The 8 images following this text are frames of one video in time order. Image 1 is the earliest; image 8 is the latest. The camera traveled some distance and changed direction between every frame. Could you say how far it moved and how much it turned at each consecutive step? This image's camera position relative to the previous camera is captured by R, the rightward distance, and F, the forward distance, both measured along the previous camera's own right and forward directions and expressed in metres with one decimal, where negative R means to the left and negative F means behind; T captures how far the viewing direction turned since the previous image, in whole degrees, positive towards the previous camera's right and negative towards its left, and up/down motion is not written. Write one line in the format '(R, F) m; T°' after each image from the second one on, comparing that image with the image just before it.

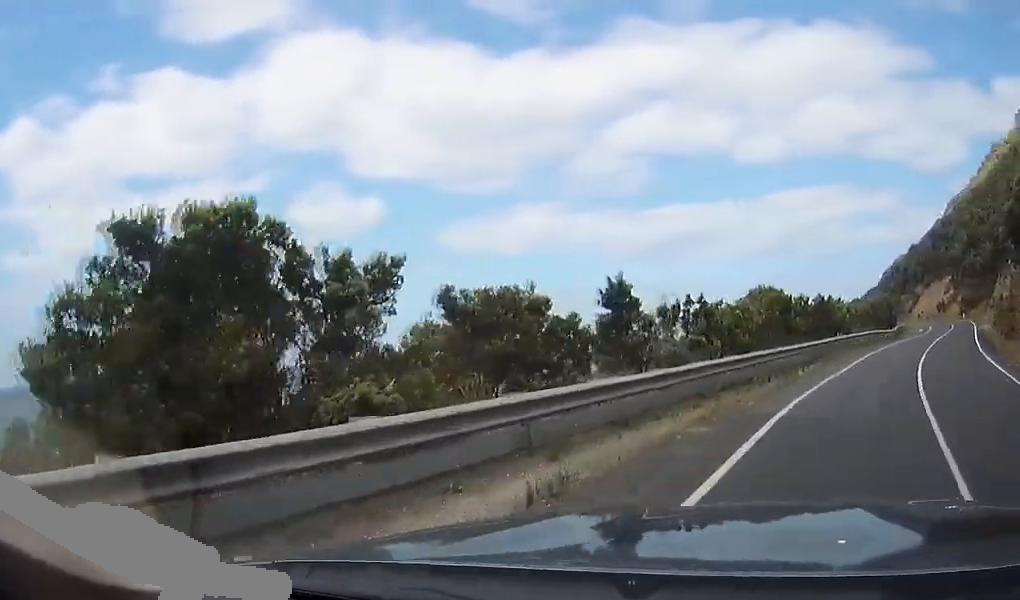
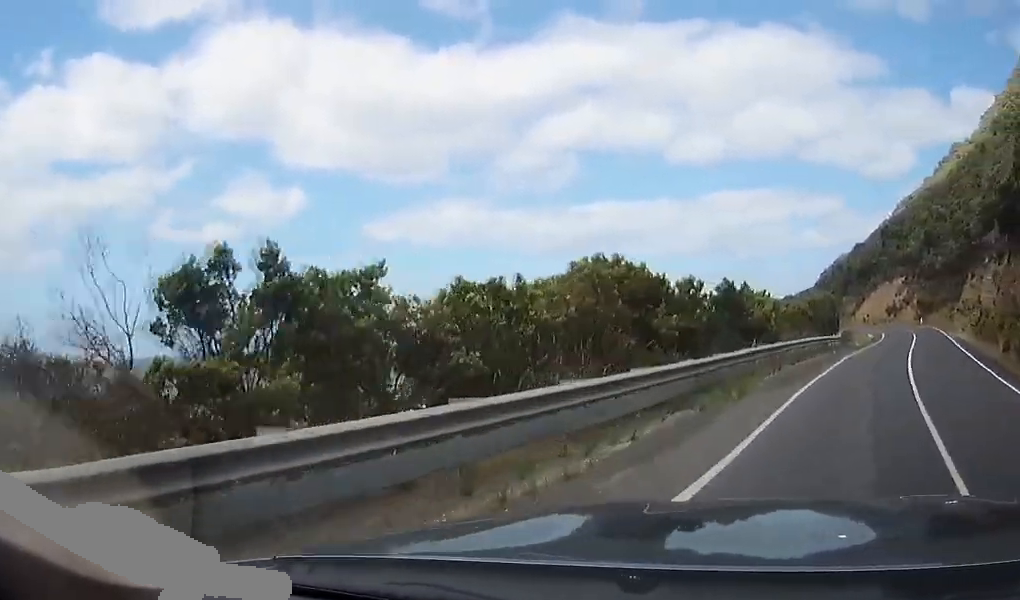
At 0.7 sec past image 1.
(+0.6, +13.2) m; +4°
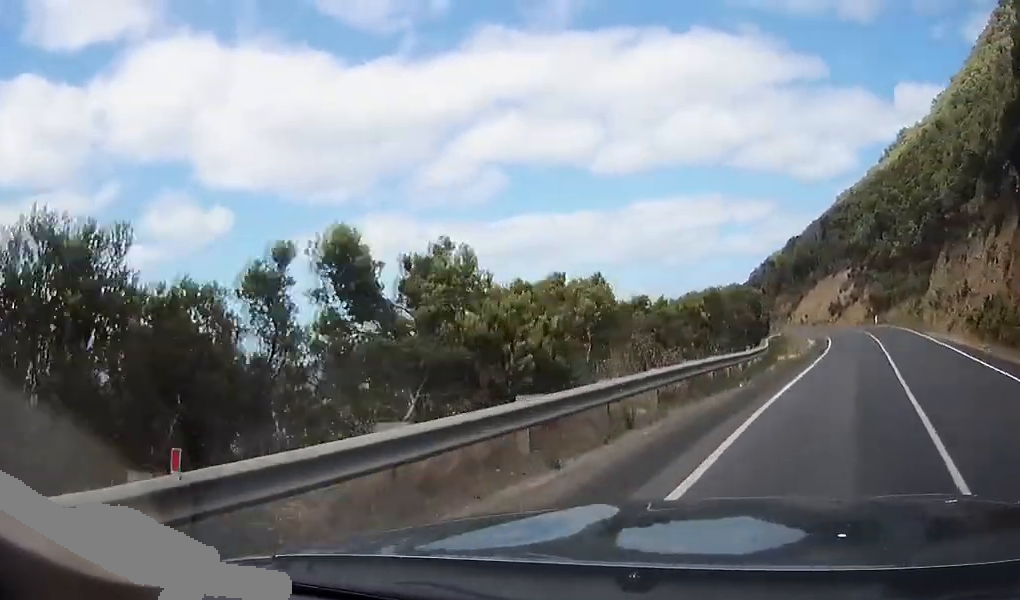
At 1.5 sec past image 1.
(+0.6, +16.0) m; +1°
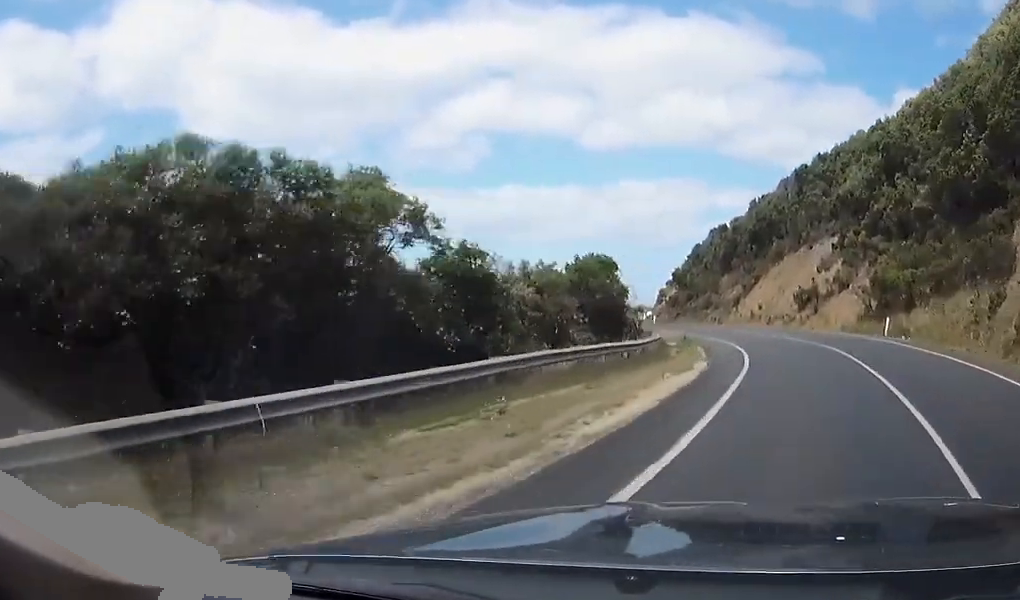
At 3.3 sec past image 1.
(-2.0, +36.7) m; -11°
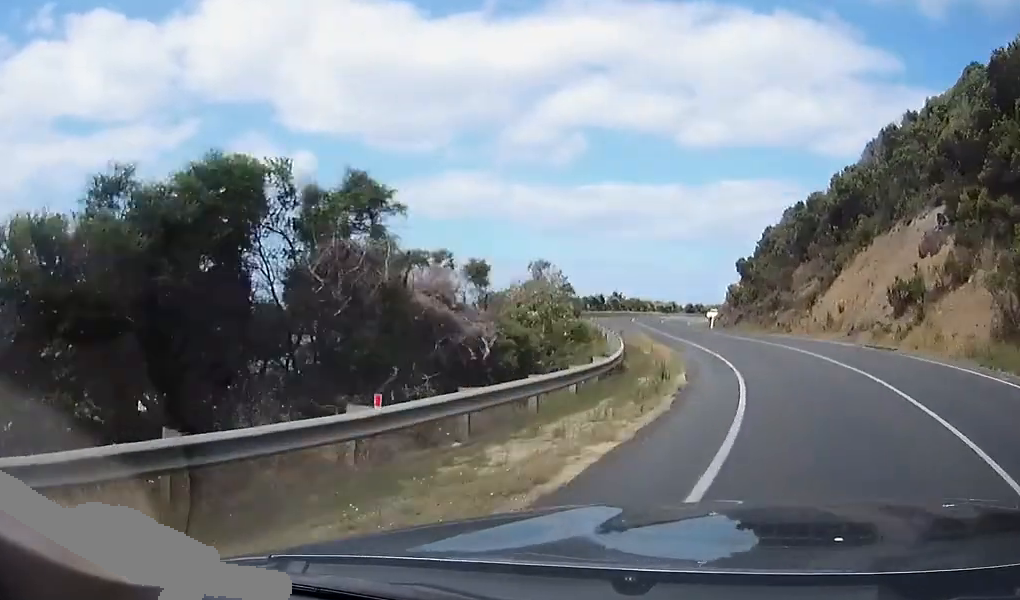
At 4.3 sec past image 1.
(-1.8, +18.9) m; -10°
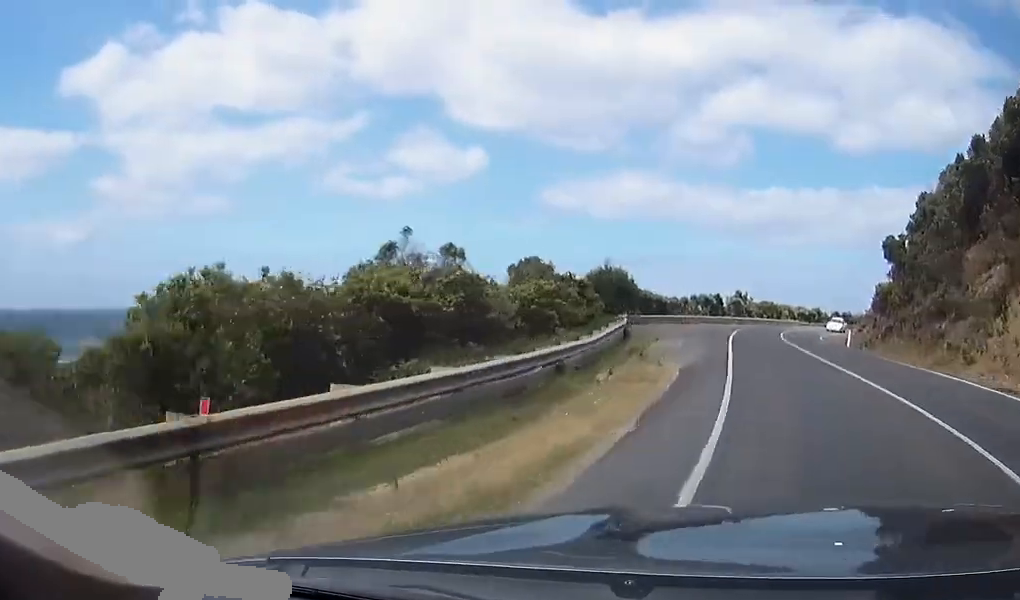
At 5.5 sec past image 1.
(-2.2, +22.9) m; -7°
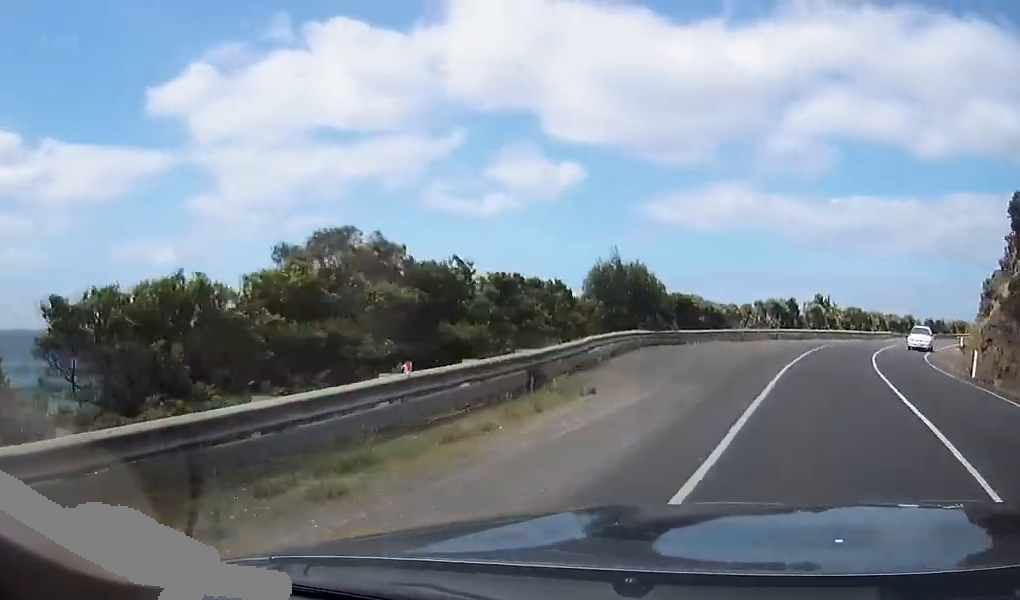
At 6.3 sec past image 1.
(-0.1, +16.3) m; +2°
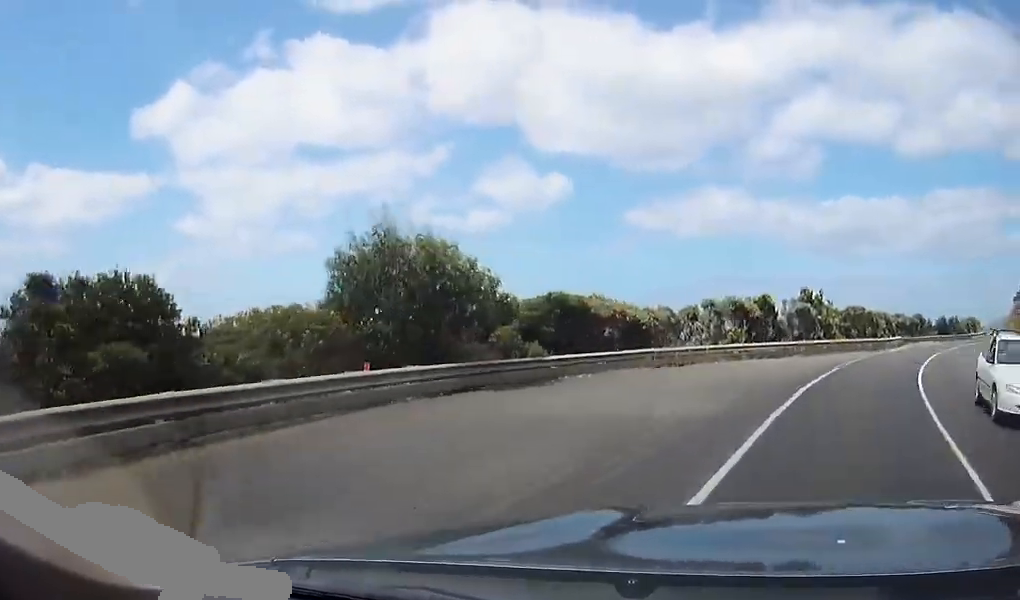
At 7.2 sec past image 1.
(+0.6, +17.0) m; +6°
